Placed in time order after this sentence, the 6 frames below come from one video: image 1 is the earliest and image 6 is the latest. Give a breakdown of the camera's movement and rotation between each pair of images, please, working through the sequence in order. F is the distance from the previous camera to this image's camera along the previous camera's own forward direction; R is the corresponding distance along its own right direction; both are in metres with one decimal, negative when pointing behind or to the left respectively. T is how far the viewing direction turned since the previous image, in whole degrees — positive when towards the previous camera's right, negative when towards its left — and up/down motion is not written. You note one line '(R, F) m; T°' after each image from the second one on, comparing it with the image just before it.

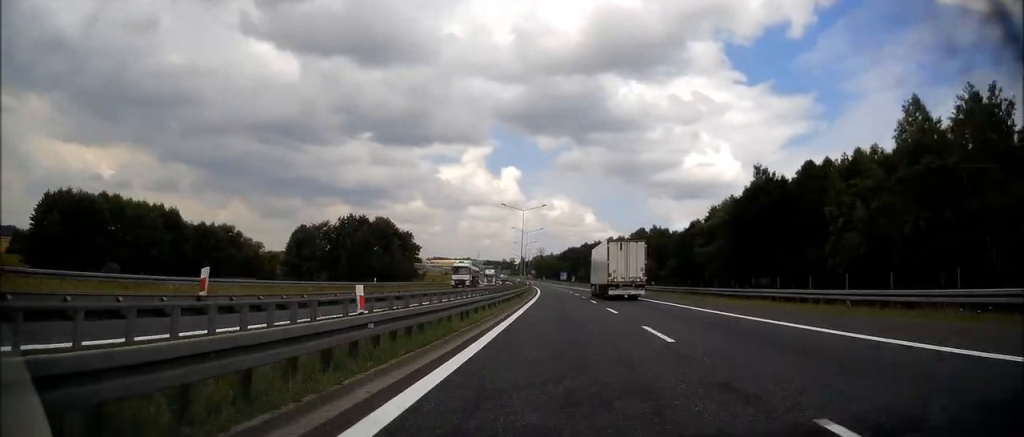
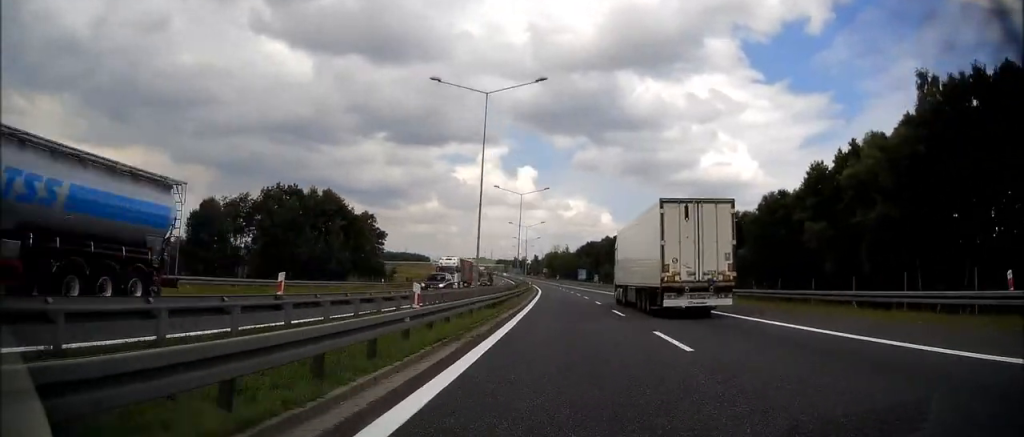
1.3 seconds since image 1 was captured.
(-0.4, +48.6) m; -2°
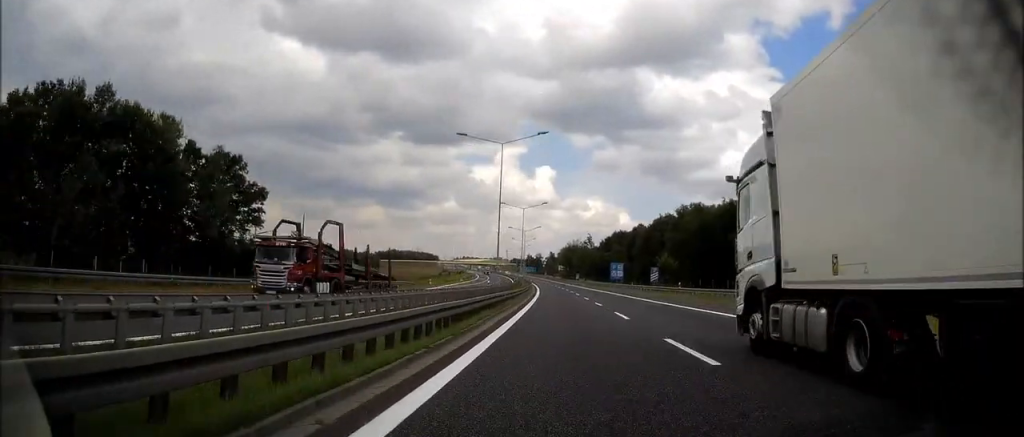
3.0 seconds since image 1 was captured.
(-1.2, +62.2) m; -2°
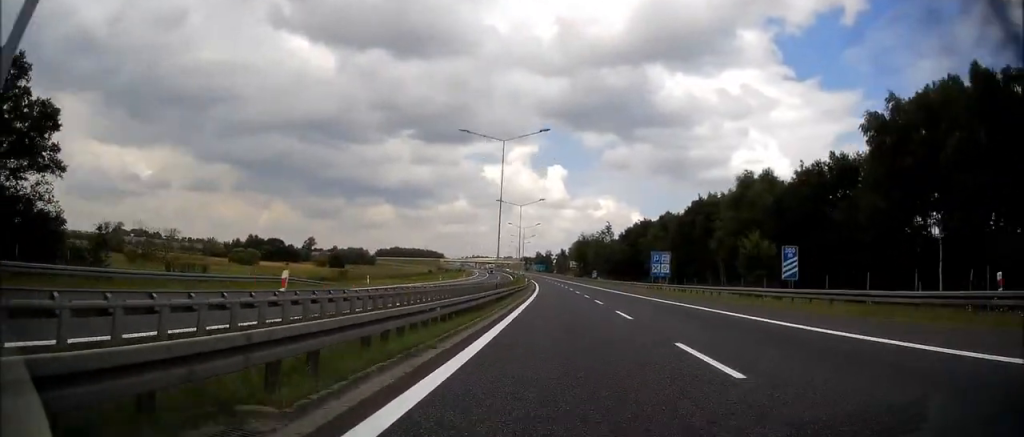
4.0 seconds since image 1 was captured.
(-0.1, +37.4) m; -1°
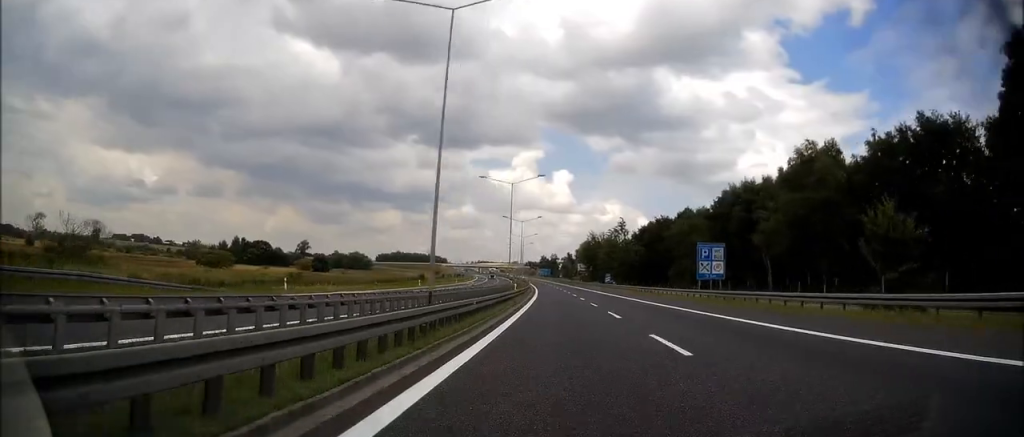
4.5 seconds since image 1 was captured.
(+0.1, +21.2) m; -1°
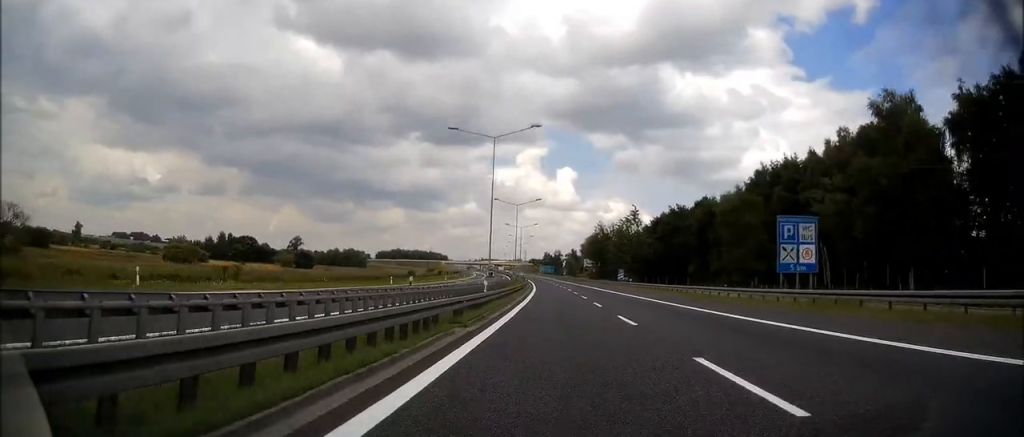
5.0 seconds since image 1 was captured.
(-0.2, +17.5) m; -1°
